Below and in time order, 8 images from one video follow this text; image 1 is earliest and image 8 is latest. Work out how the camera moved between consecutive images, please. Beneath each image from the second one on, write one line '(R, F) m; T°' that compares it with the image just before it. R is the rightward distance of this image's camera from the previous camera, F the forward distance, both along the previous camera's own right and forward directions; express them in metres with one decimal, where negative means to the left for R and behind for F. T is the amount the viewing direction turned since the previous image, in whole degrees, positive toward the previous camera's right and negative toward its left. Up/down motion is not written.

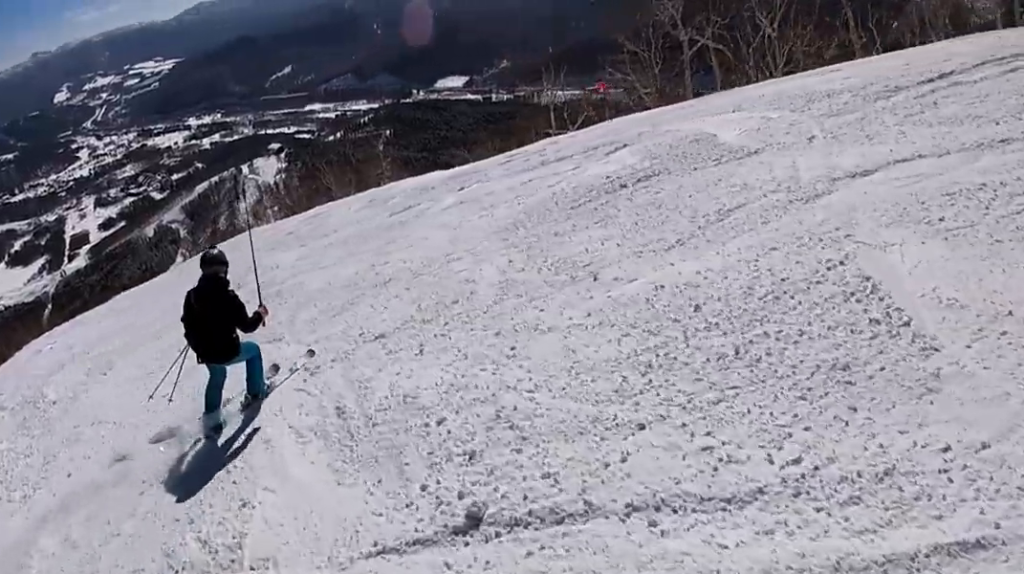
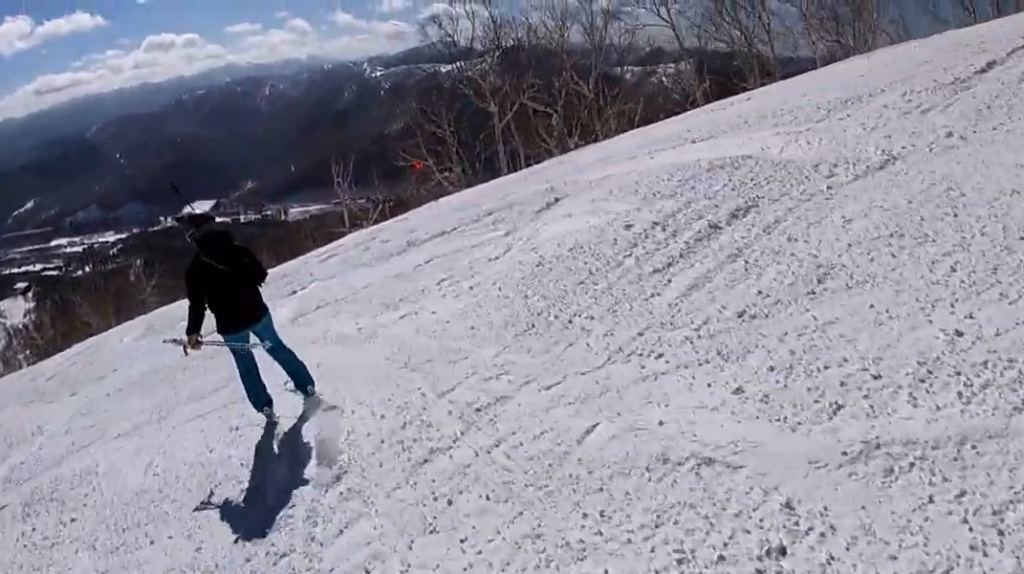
(-0.2, +4.2) m; -3°
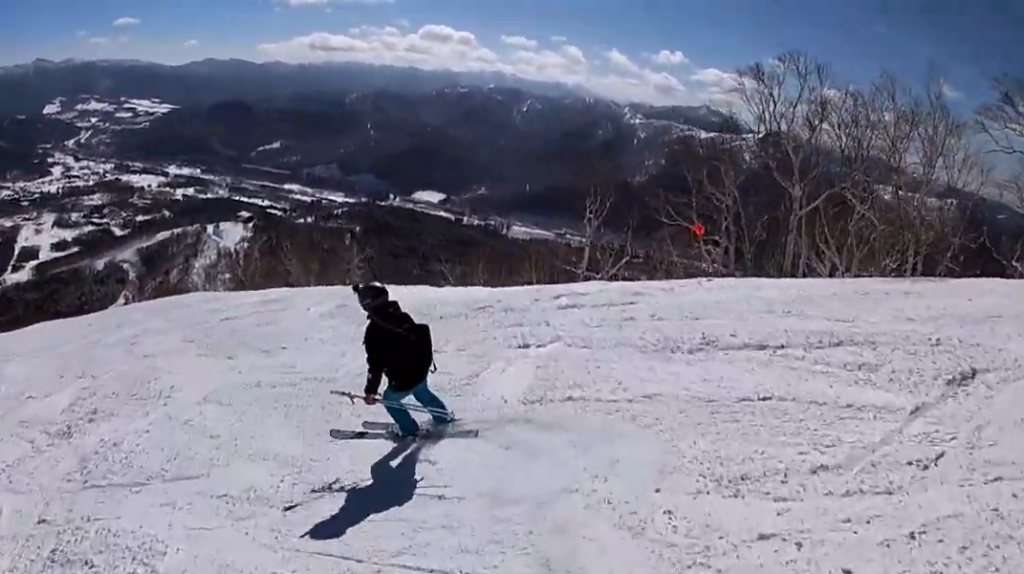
(-0.1, +2.9) m; -6°
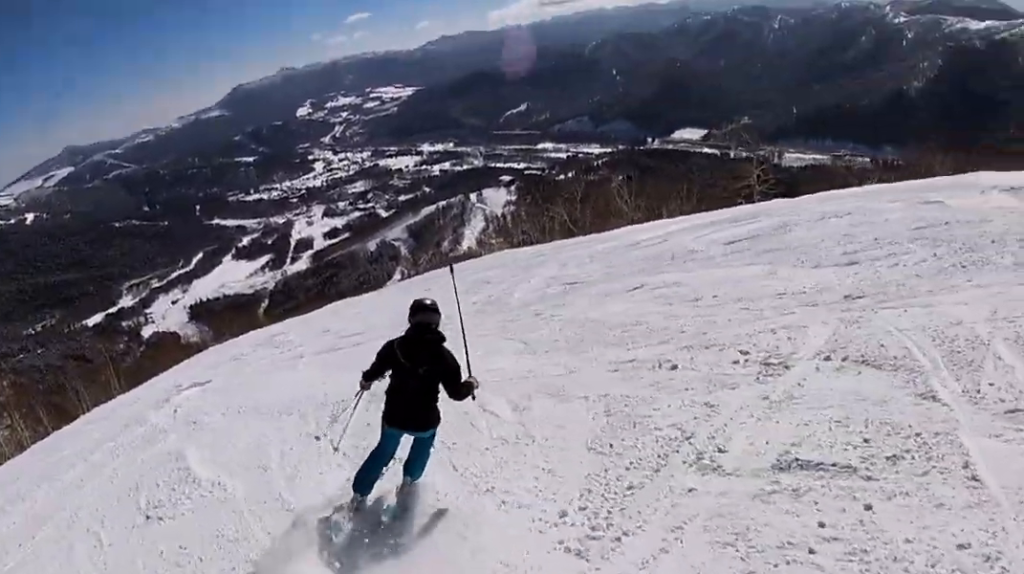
(-1.7, +12.3) m; +14°
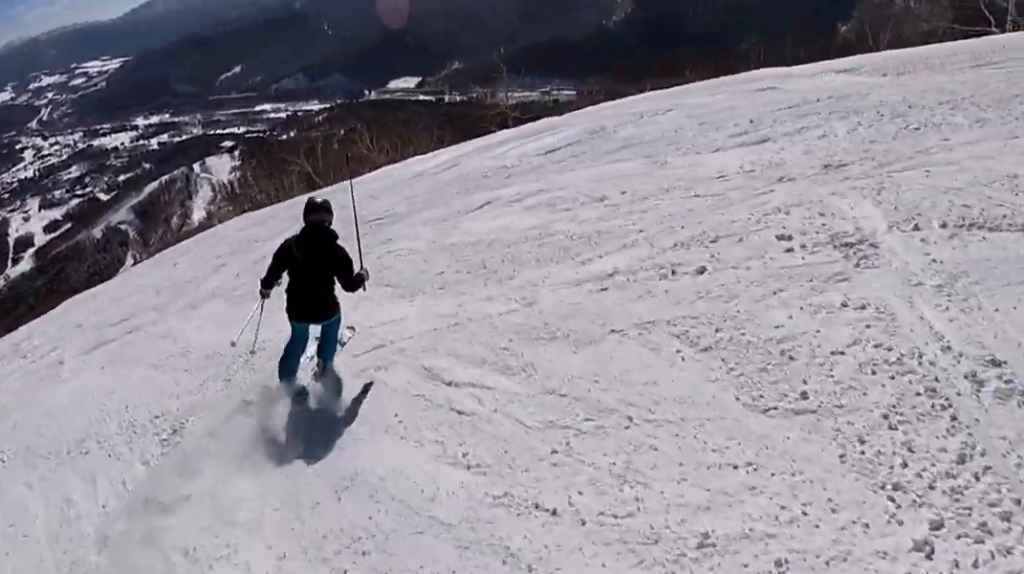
(+0.4, +2.8) m; +9°
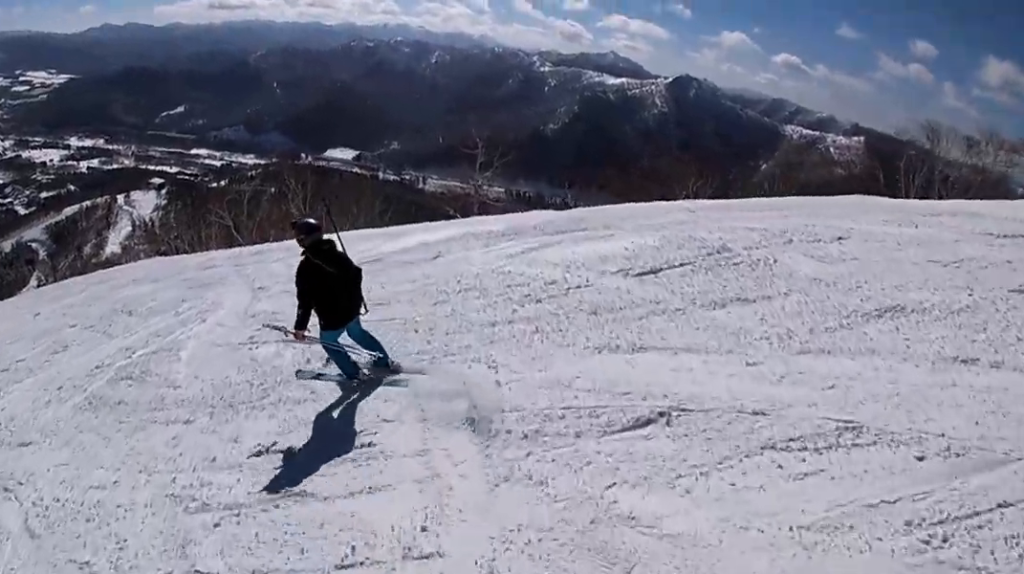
(+0.3, +6.4) m; -16°
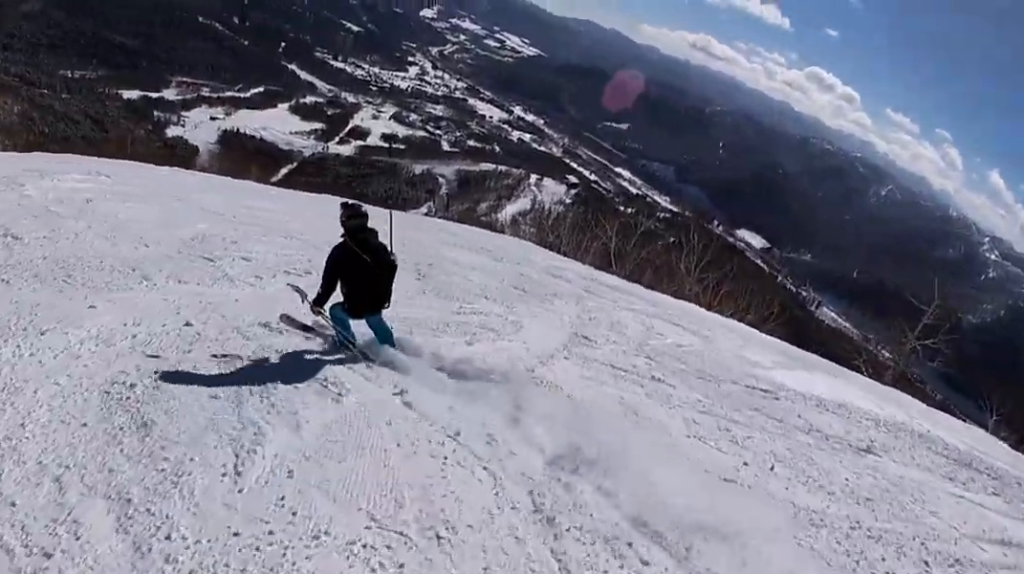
(-0.8, +3.8) m; -21°
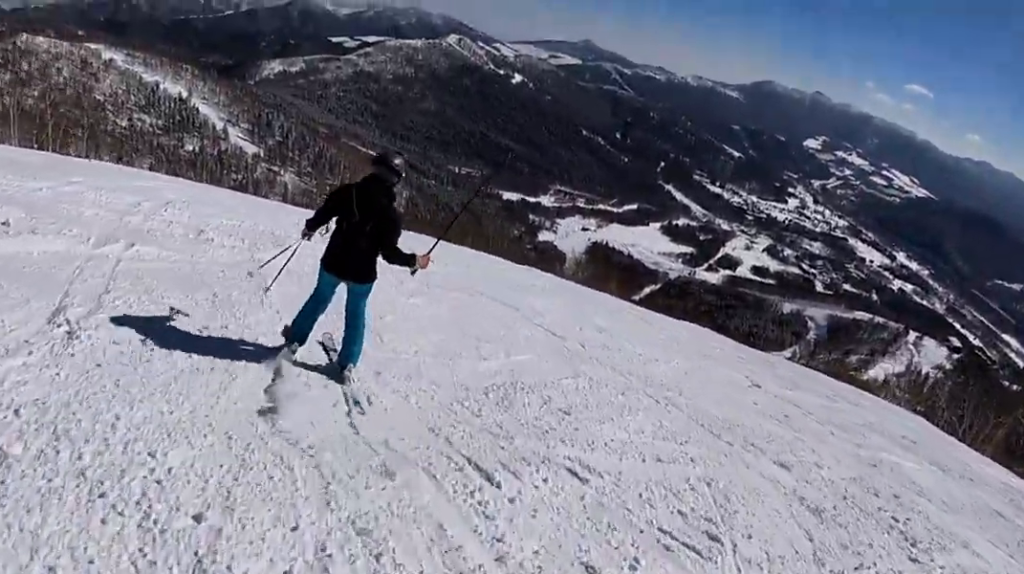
(-1.0, +4.7) m; -4°
